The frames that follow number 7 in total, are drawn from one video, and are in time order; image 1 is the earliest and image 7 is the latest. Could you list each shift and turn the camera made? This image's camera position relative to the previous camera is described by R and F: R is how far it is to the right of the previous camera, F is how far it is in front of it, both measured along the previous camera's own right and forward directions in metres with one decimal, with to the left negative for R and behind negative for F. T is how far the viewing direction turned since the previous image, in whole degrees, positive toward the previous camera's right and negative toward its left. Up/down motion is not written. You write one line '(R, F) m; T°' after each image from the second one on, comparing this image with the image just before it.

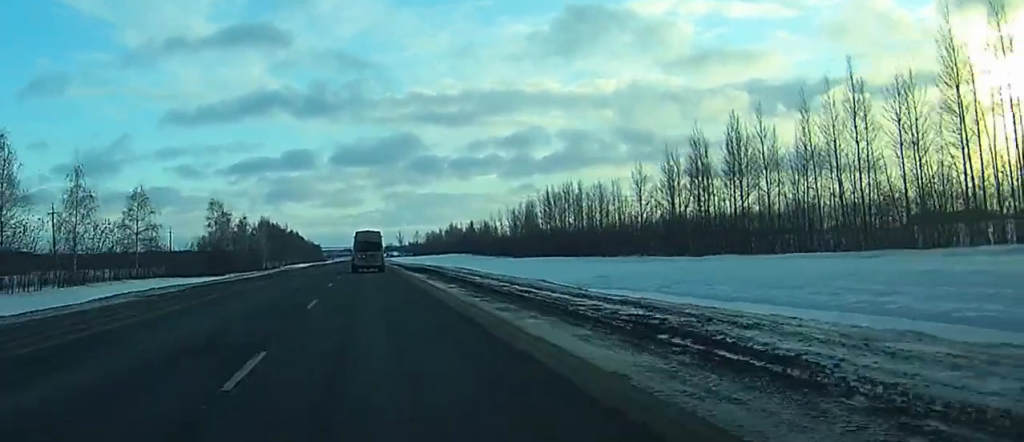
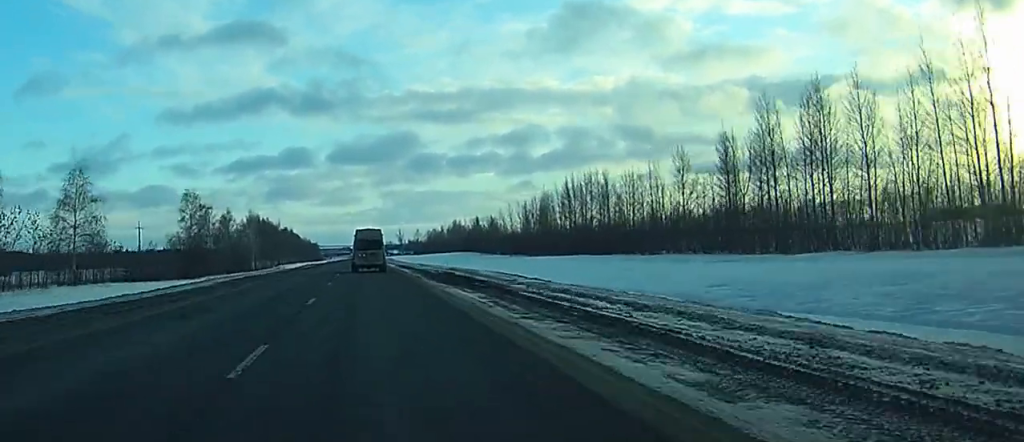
(0.0, +23.4) m; 0°
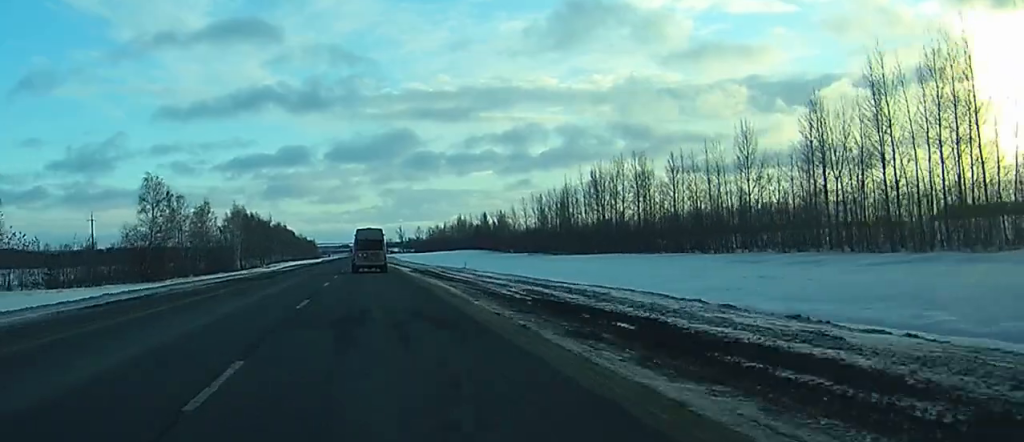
(-0.1, +26.0) m; 0°
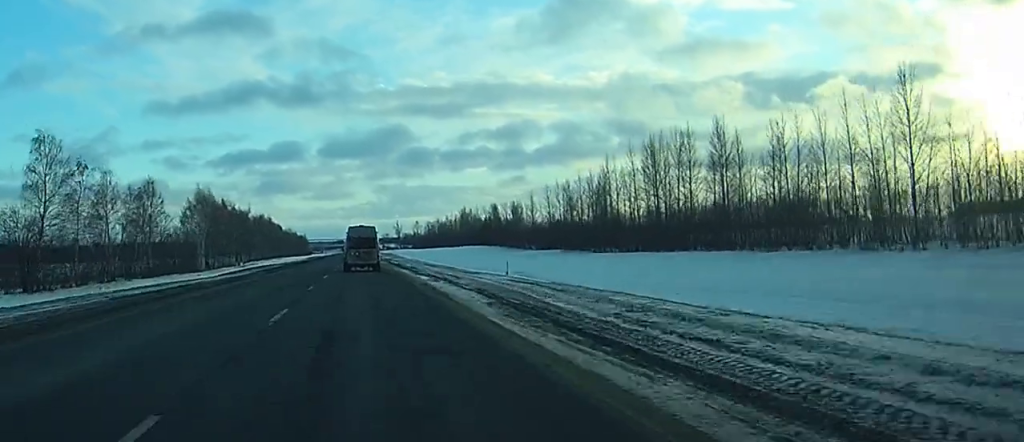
(-0.1, +40.7) m; 0°
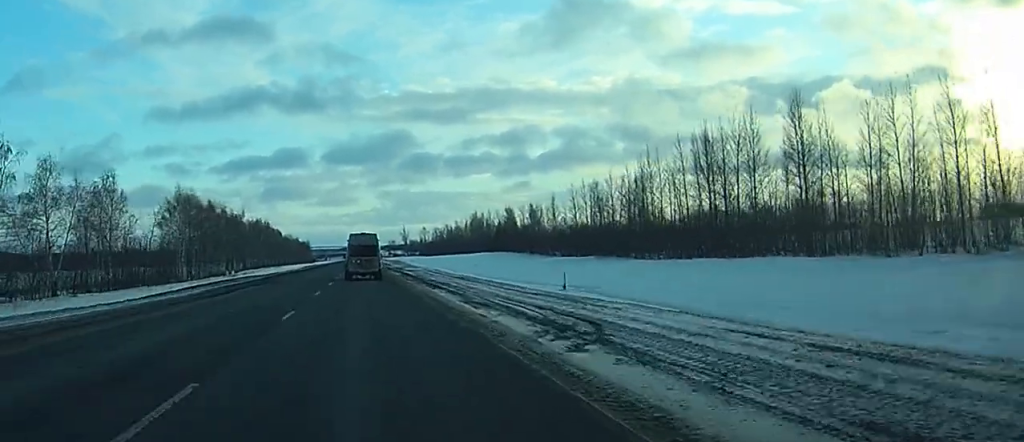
(+0.2, +23.4) m; 0°
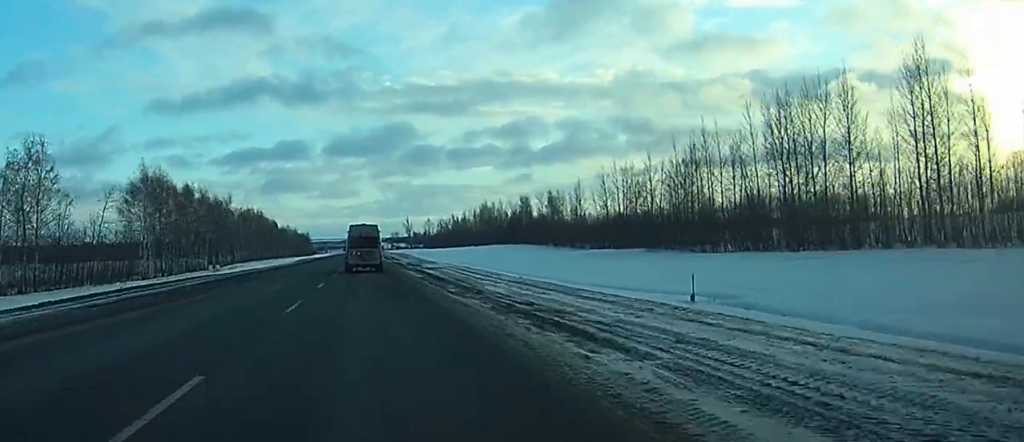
(0.0, +26.0) m; 0°
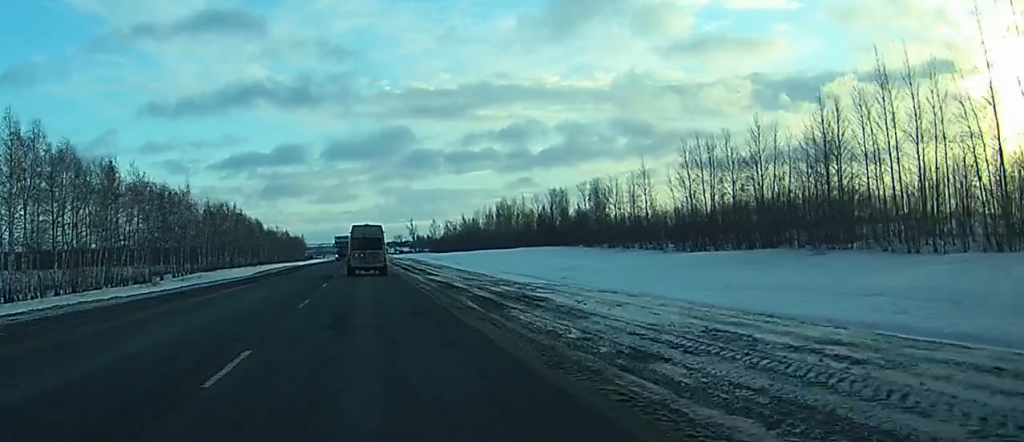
(-0.1, +48.4) m; 0°
